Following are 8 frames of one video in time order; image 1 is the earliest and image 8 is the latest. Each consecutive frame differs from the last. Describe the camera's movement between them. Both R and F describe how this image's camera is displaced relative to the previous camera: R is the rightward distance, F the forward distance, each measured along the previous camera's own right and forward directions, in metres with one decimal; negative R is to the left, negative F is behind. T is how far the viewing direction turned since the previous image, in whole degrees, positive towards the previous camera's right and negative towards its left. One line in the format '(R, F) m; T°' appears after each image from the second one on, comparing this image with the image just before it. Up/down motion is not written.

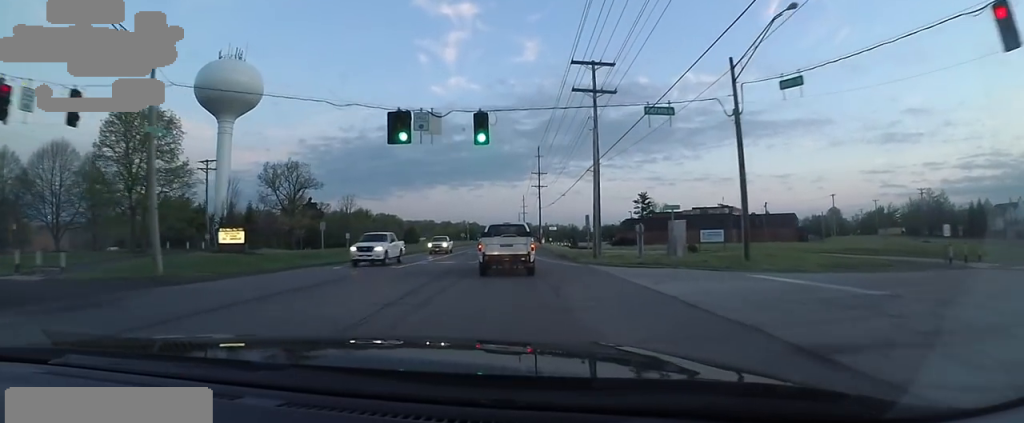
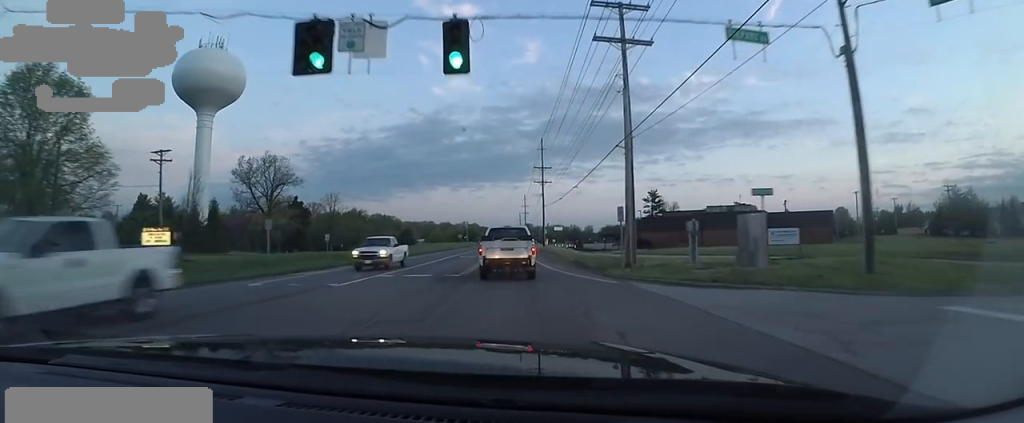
(-0.1, +8.5) m; +1°
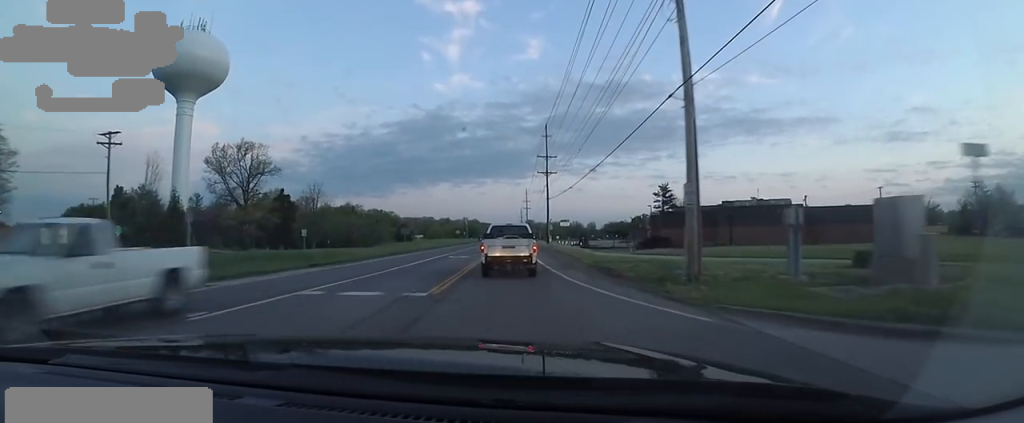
(0.0, +7.8) m; +1°
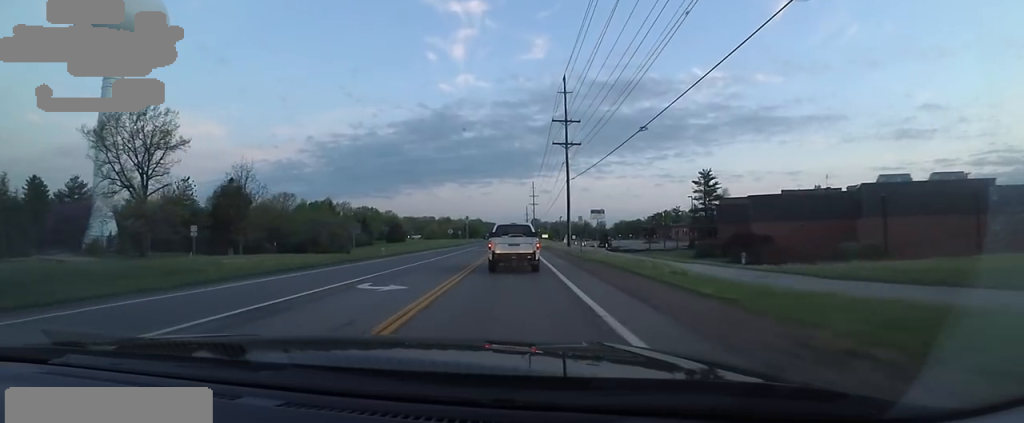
(-1.3, +22.1) m; -4°
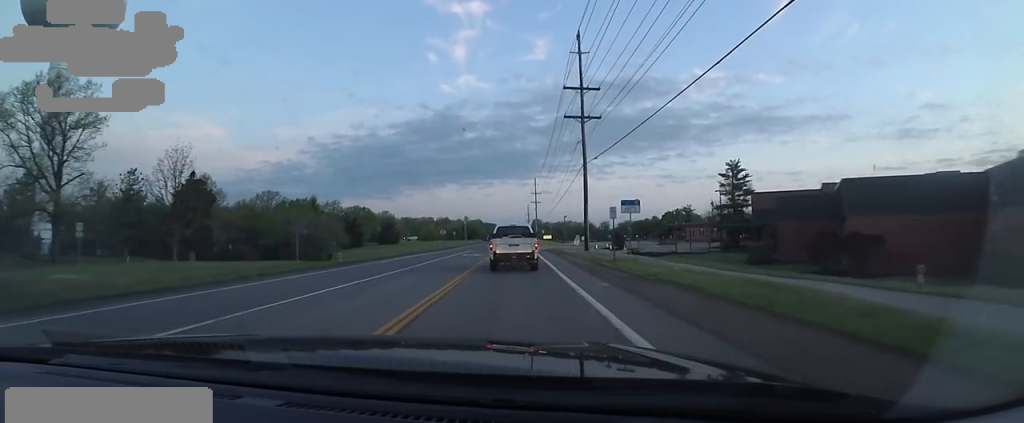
(+0.8, +11.4) m; 0°
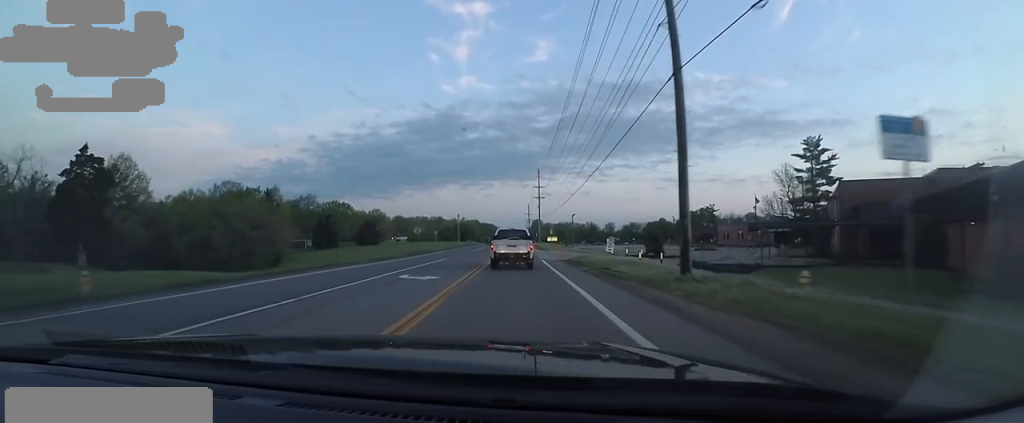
(-1.2, +21.6) m; -2°
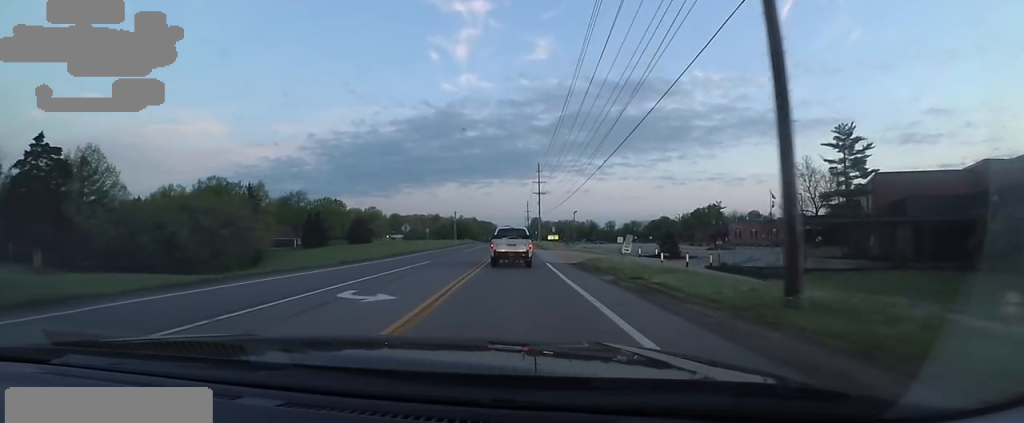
(+0.3, +6.4) m; +3°
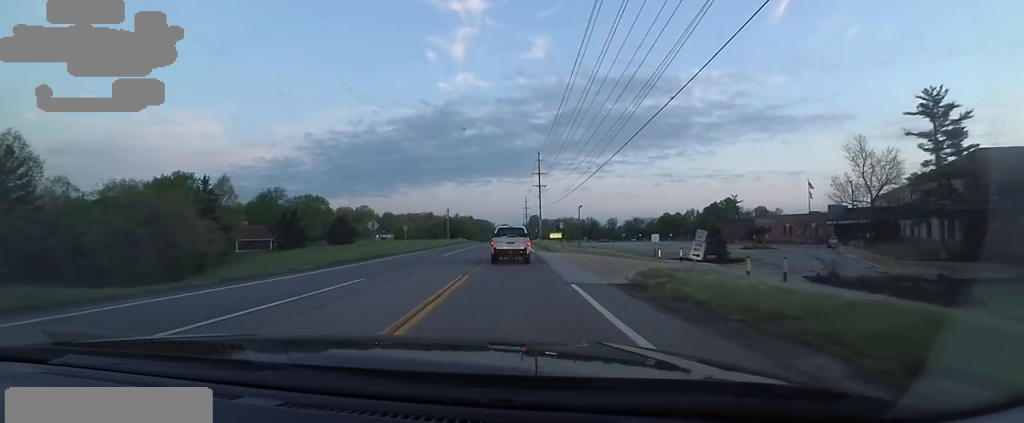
(+0.7, +13.0) m; +3°
